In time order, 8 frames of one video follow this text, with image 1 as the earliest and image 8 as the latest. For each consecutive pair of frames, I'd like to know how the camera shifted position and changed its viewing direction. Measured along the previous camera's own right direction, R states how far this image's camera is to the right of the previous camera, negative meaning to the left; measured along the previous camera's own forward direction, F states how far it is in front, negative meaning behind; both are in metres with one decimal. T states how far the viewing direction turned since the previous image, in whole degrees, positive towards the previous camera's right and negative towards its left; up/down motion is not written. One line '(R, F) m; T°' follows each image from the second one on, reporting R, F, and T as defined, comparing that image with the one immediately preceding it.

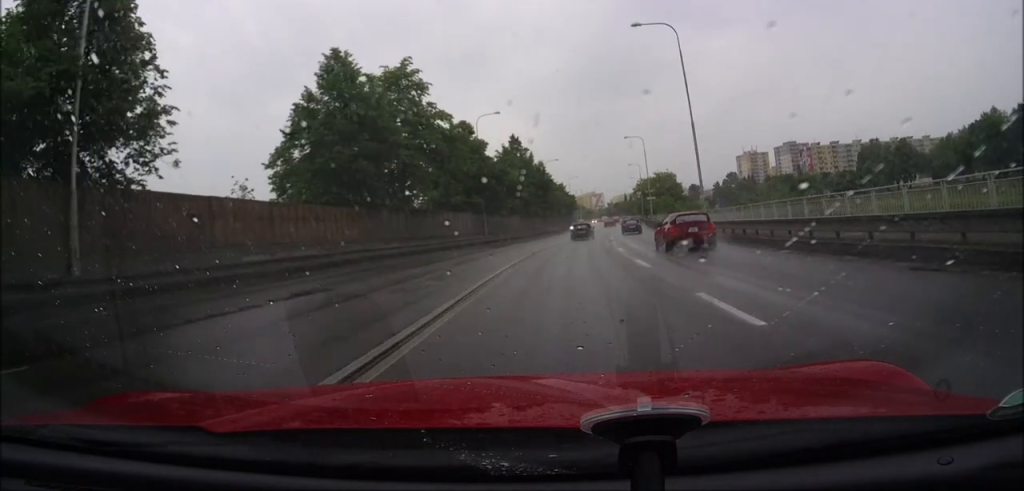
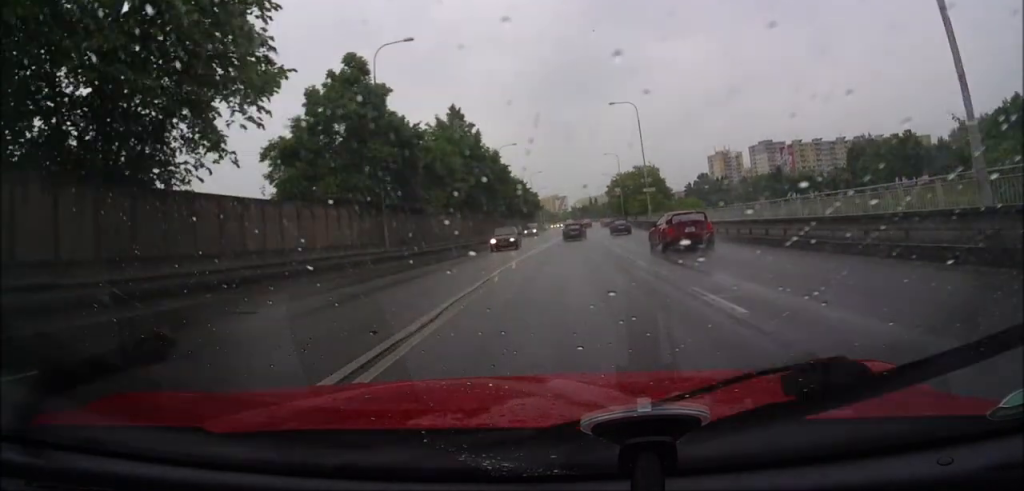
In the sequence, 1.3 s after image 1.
(+0.7, +26.3) m; +4°
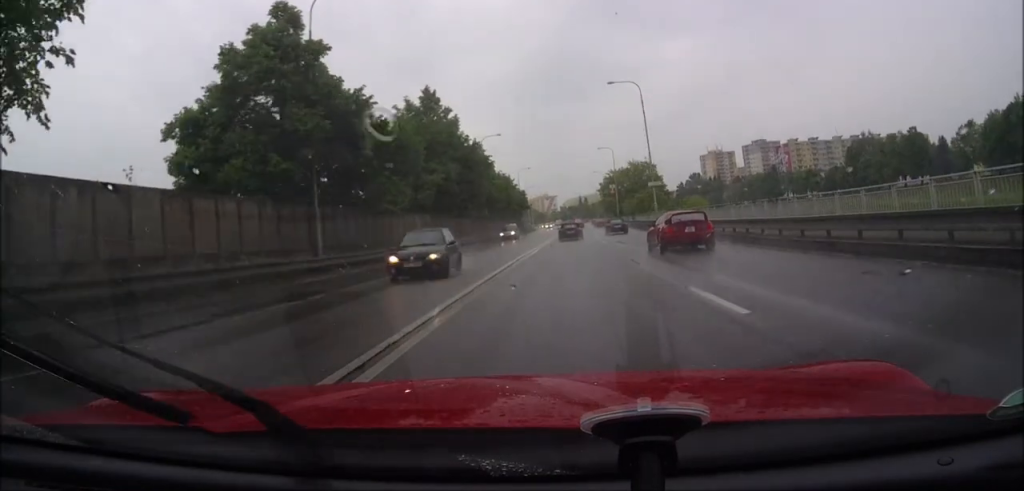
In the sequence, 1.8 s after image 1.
(0.0, +9.3) m; +2°
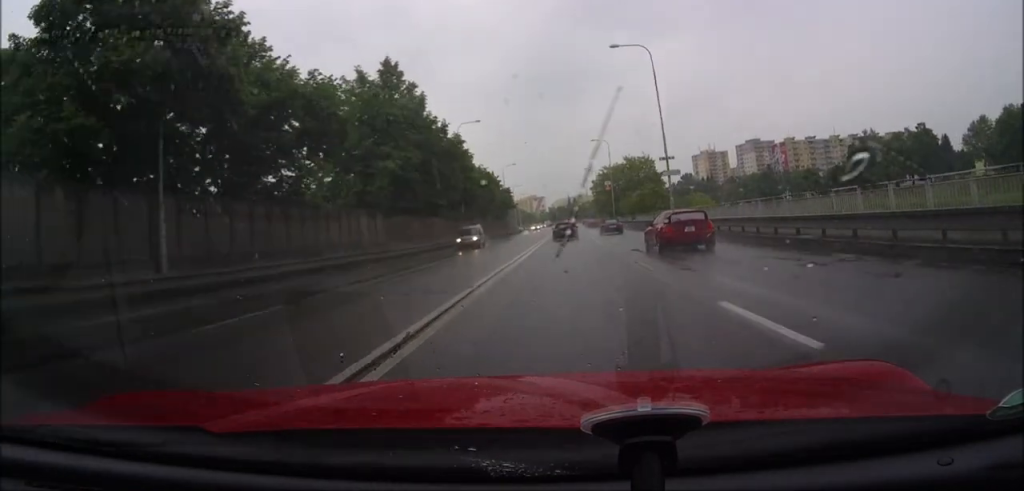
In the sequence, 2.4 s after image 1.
(+0.5, +11.3) m; +2°
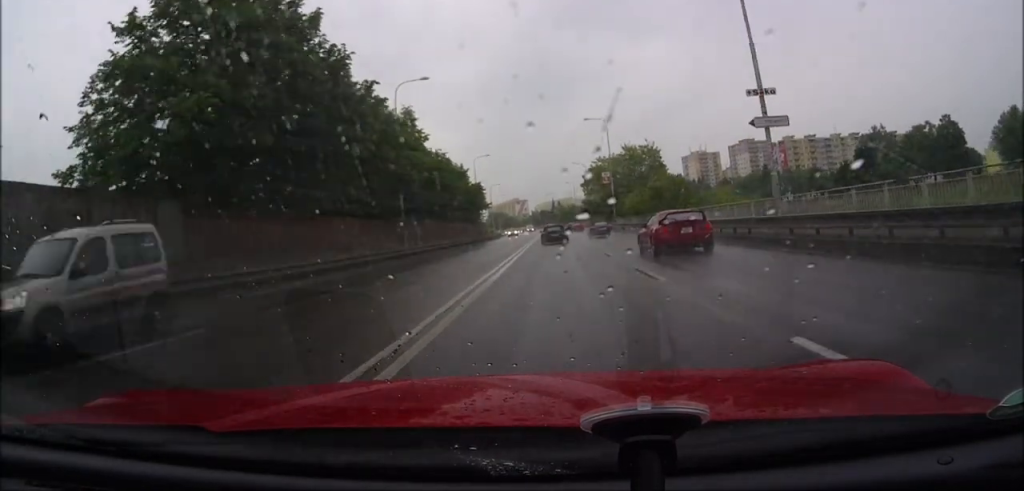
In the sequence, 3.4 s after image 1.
(+0.3, +21.0) m; +1°
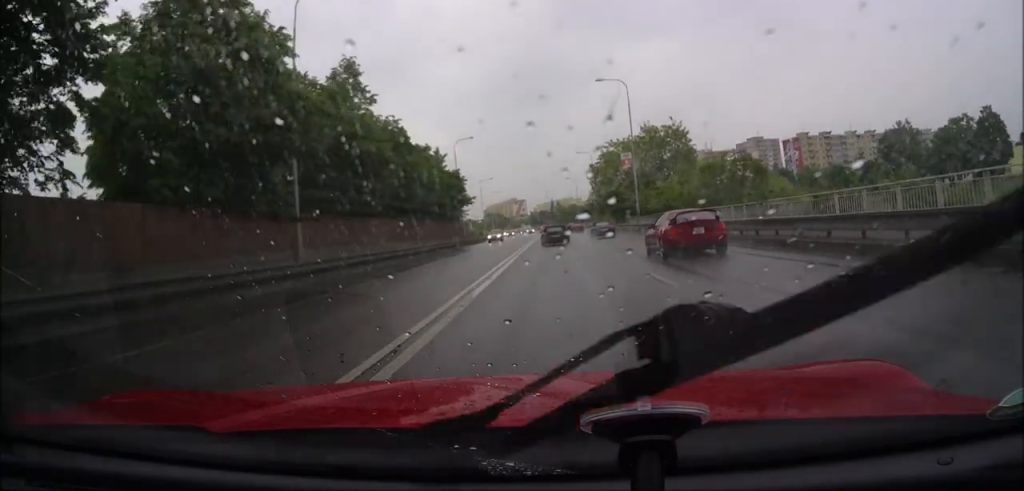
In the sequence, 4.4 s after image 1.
(0.0, +19.5) m; 0°
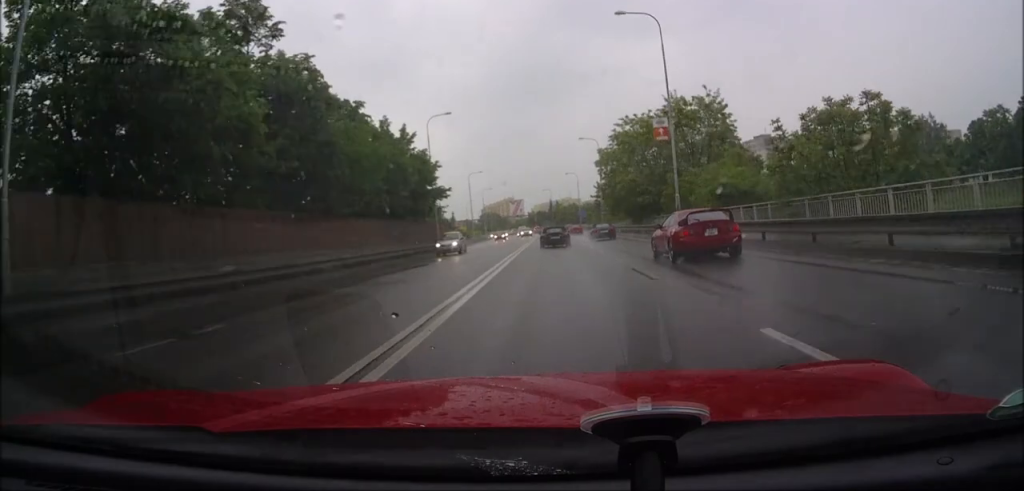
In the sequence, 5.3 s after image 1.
(0.0, +16.9) m; 0°
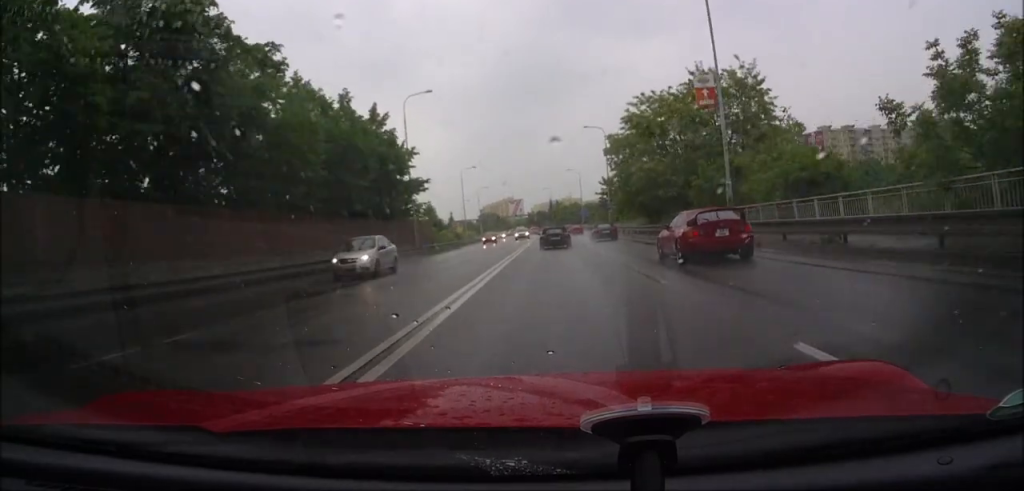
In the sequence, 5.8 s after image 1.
(0.0, +10.3) m; 0°
